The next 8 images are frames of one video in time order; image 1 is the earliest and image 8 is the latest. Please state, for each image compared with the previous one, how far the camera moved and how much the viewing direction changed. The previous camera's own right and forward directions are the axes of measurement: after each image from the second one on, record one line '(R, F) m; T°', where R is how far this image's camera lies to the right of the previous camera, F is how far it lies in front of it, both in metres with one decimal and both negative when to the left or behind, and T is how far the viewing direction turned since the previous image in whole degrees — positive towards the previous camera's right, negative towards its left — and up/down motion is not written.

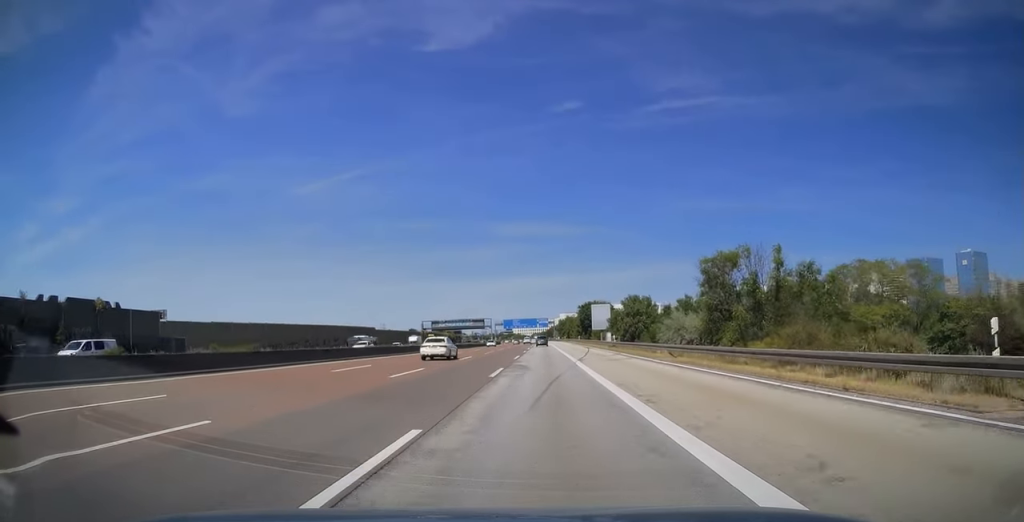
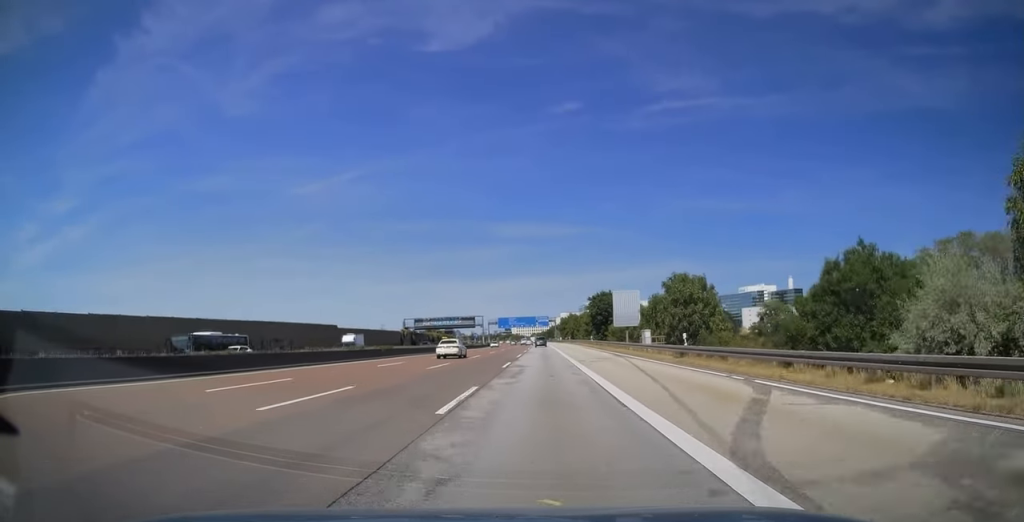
(-0.2, +28.0) m; 0°
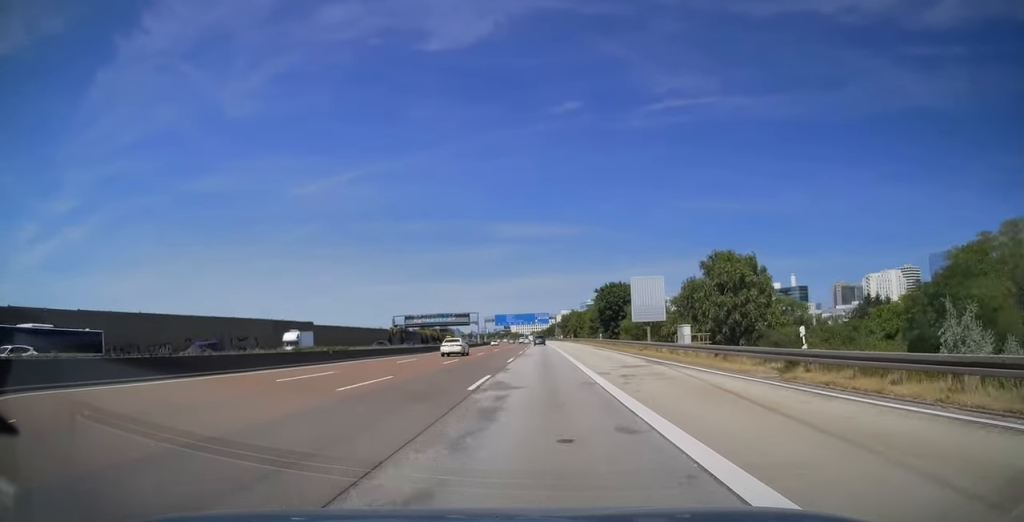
(+0.1, +13.1) m; 0°
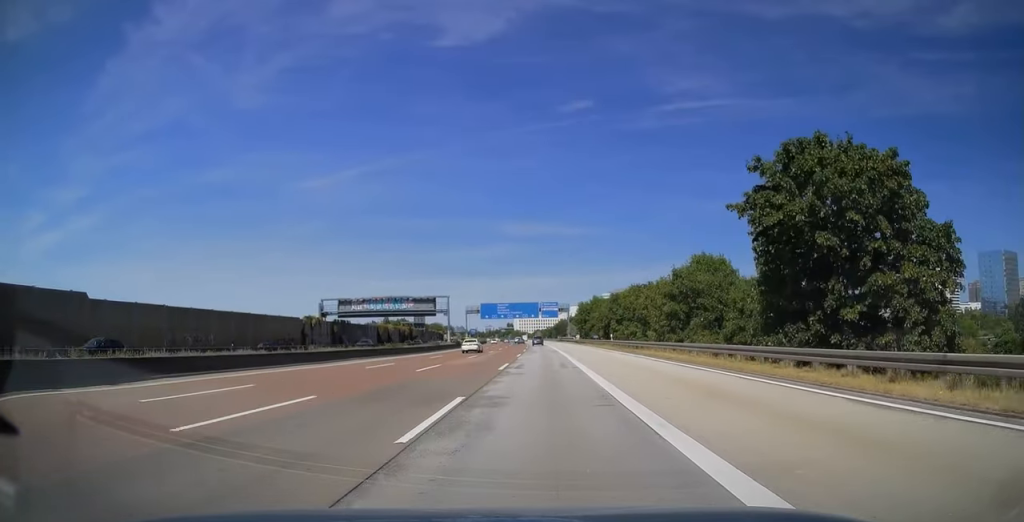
(0.0, +61.9) m; 0°
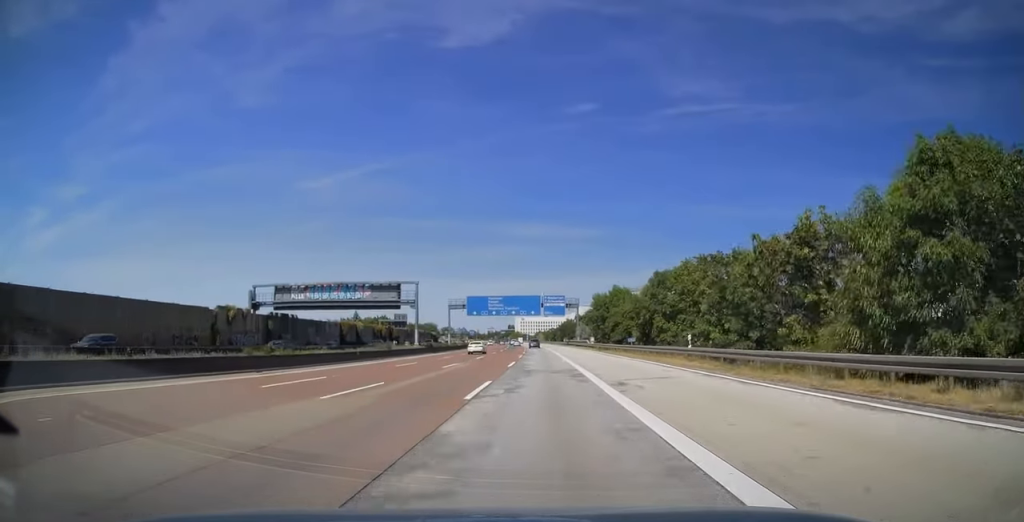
(-0.1, +29.6) m; 0°
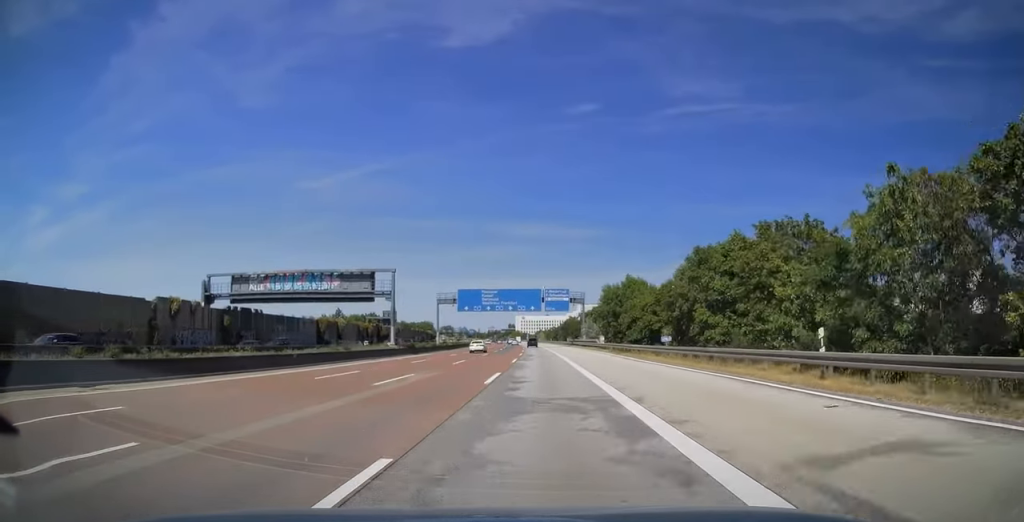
(0.0, +13.1) m; 0°
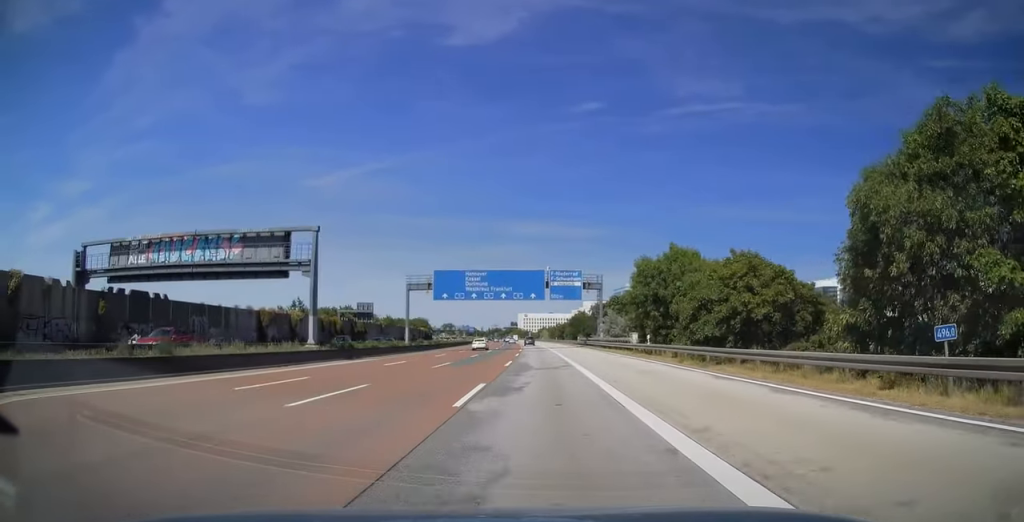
(0.0, +24.4) m; 0°
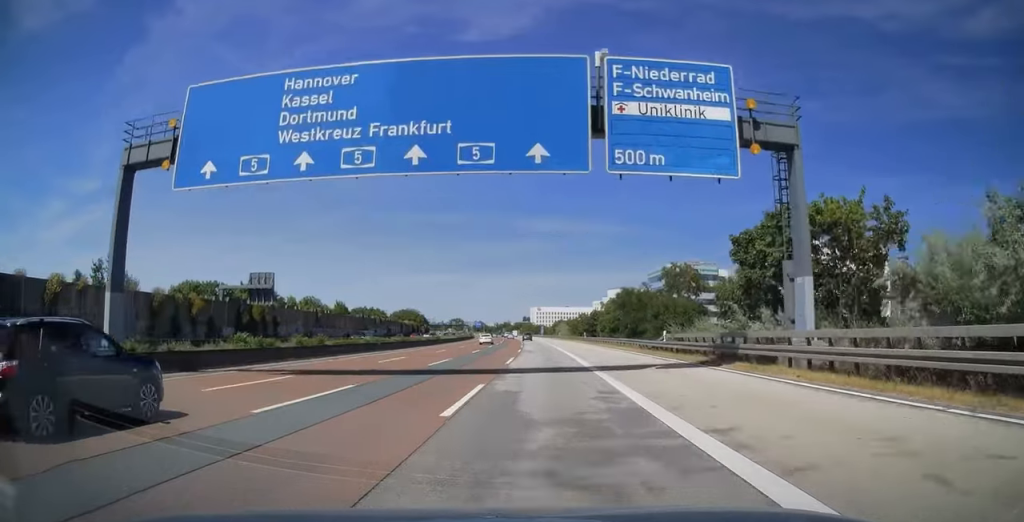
(-0.4, +55.9) m; -1°
